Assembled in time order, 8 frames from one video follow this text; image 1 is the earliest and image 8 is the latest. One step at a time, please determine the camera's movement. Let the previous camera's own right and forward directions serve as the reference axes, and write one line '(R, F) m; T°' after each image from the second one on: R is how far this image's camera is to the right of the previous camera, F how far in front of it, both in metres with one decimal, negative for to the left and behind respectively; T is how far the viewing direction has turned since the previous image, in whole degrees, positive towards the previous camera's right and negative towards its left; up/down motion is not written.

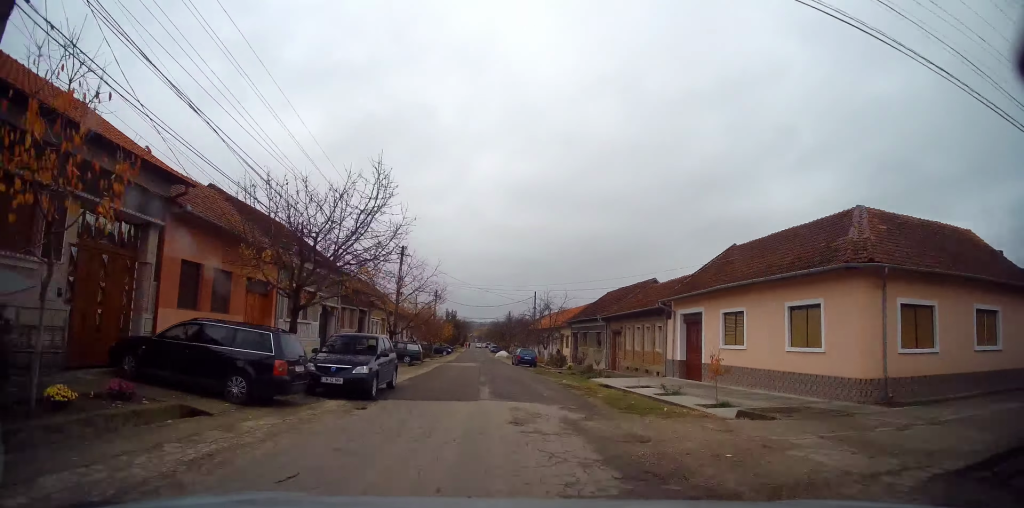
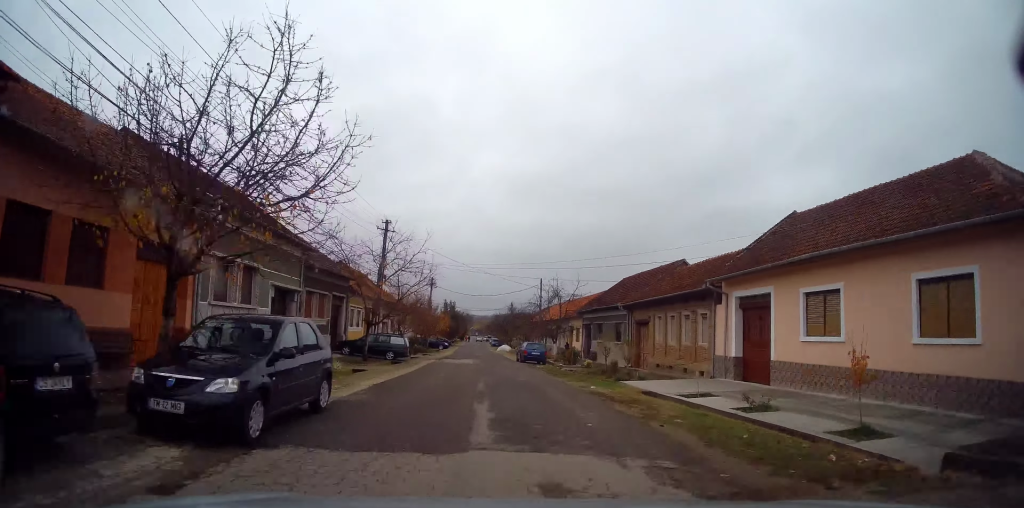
(0.0, +6.6) m; 0°
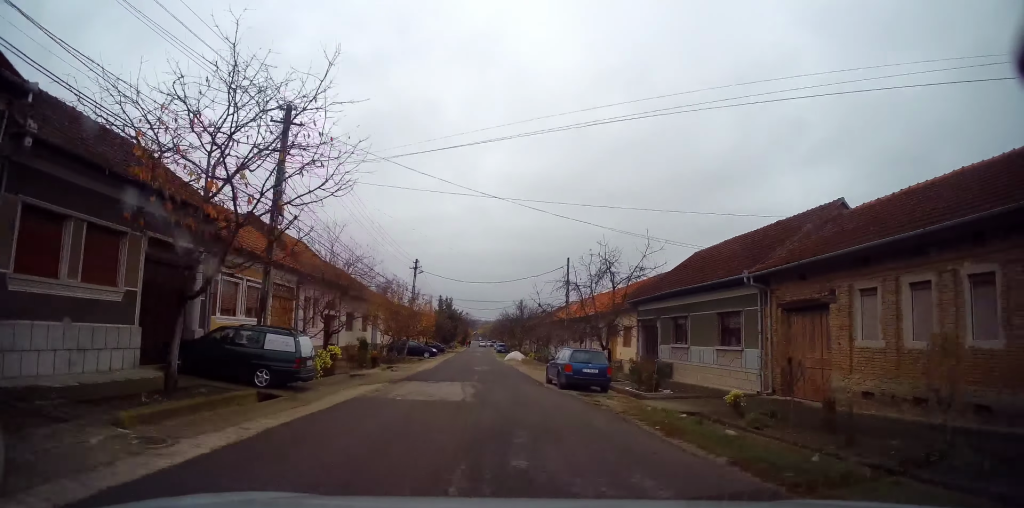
(0.0, +18.0) m; 0°
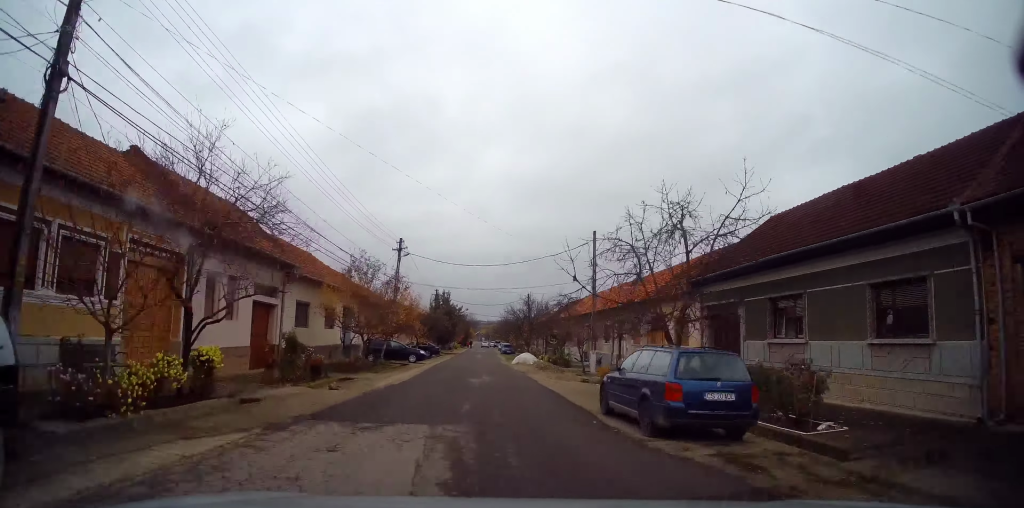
(0.0, +10.0) m; -1°
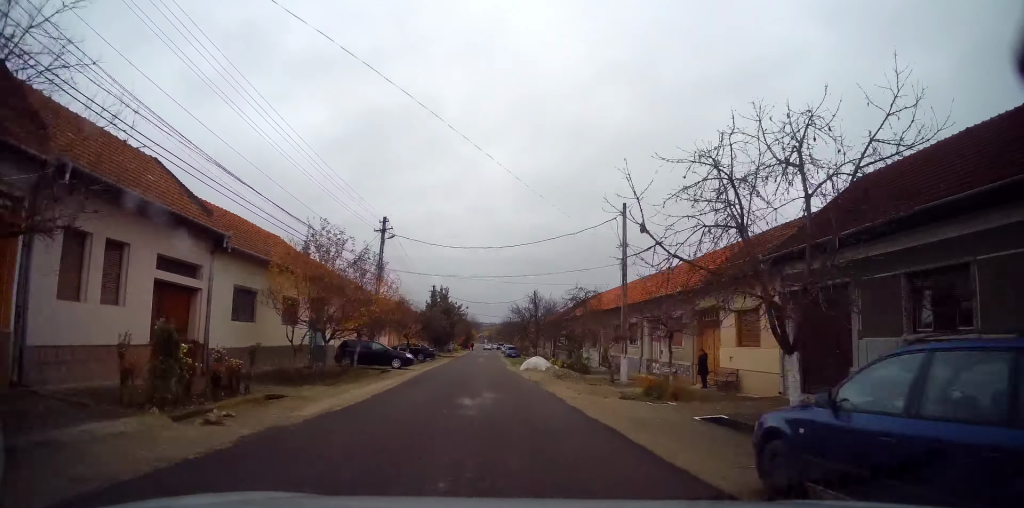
(0.0, +6.9) m; -1°
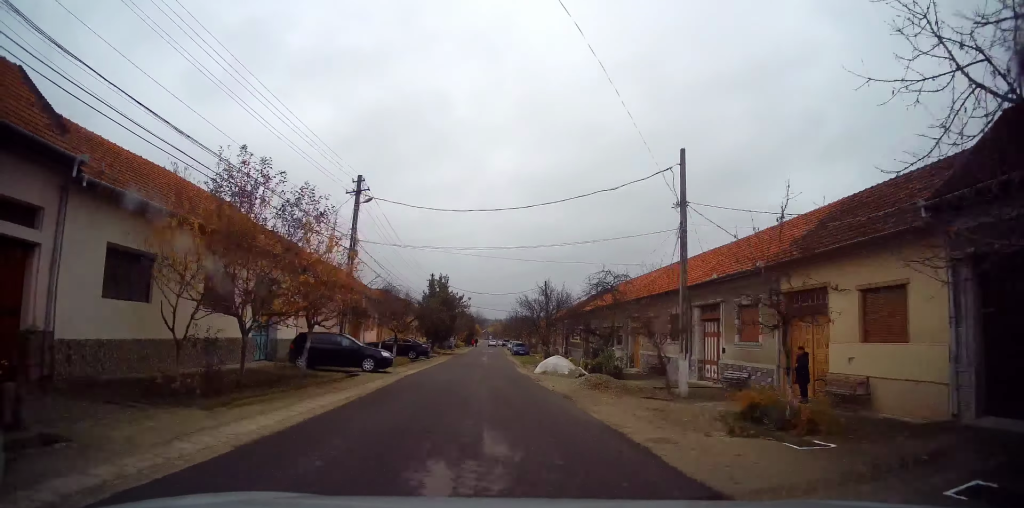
(0.0, +7.5) m; 0°
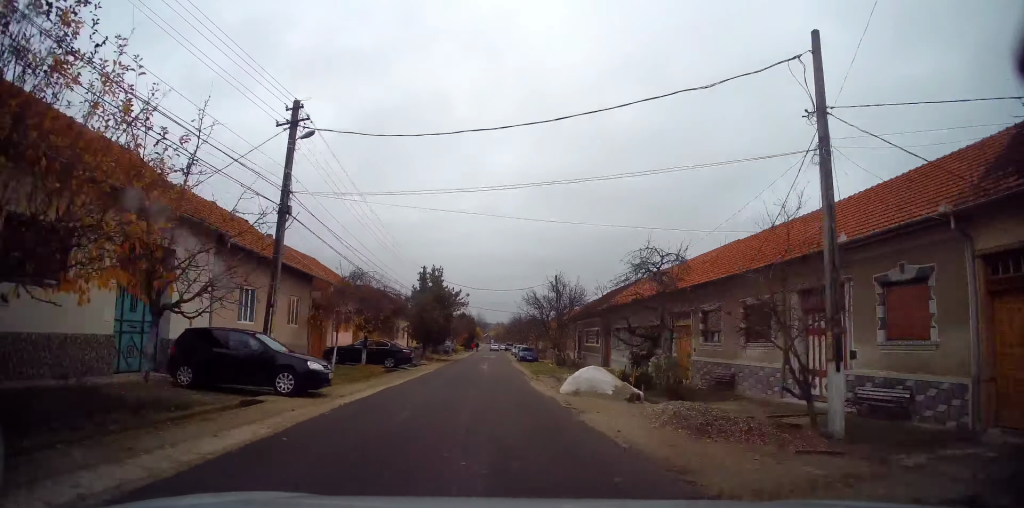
(-0.1, +8.6) m; 0°
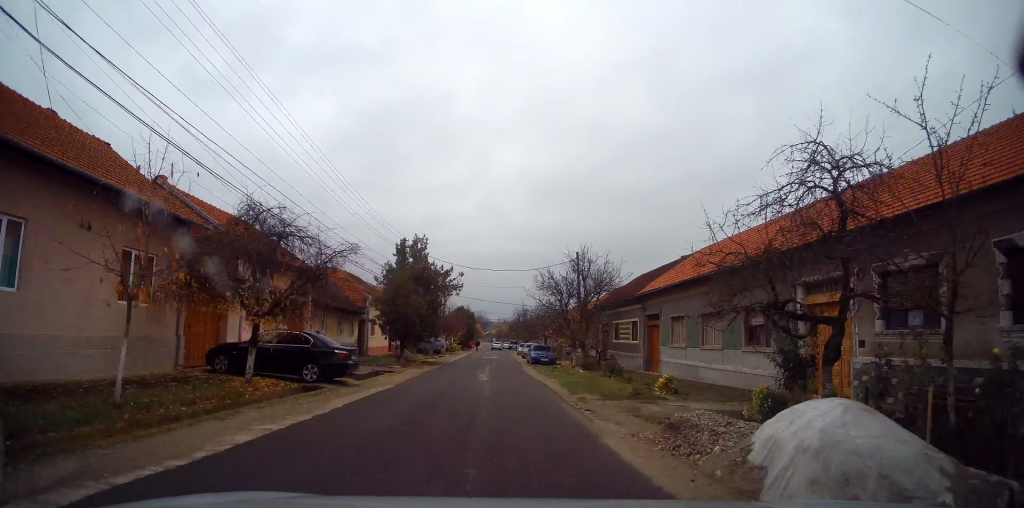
(+0.1, +12.3) m; +1°
